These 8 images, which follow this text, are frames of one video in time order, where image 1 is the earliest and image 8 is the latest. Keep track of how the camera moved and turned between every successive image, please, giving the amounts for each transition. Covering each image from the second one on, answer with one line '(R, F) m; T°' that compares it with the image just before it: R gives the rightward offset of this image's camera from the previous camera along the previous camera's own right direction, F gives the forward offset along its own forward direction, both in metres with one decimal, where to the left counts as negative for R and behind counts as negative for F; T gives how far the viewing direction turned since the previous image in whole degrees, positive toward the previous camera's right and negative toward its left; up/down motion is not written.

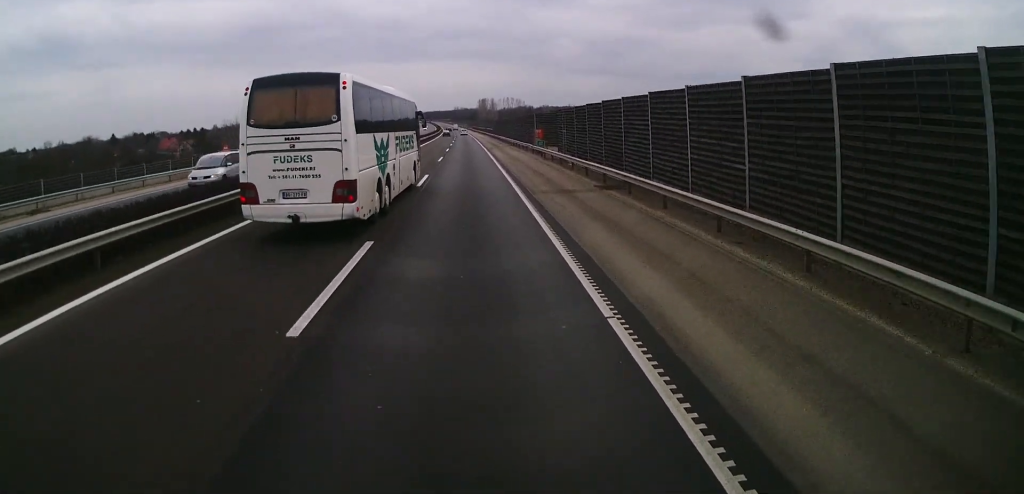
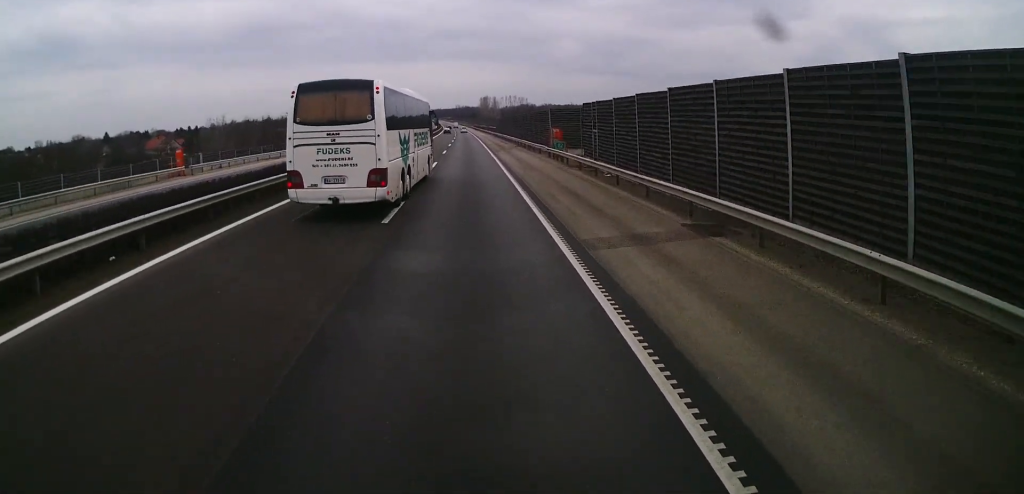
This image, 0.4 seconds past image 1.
(0.0, +10.1) m; 0°
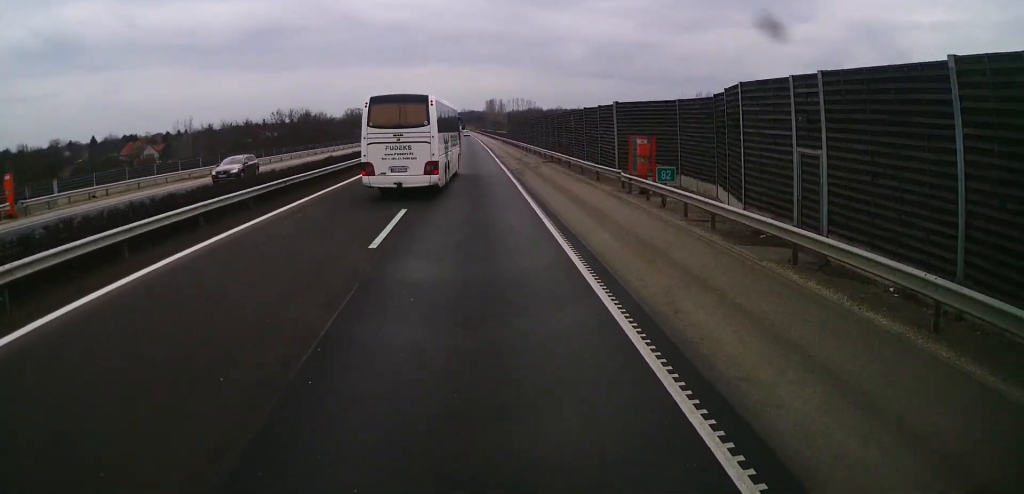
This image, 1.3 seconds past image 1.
(0.0, +20.6) m; +1°
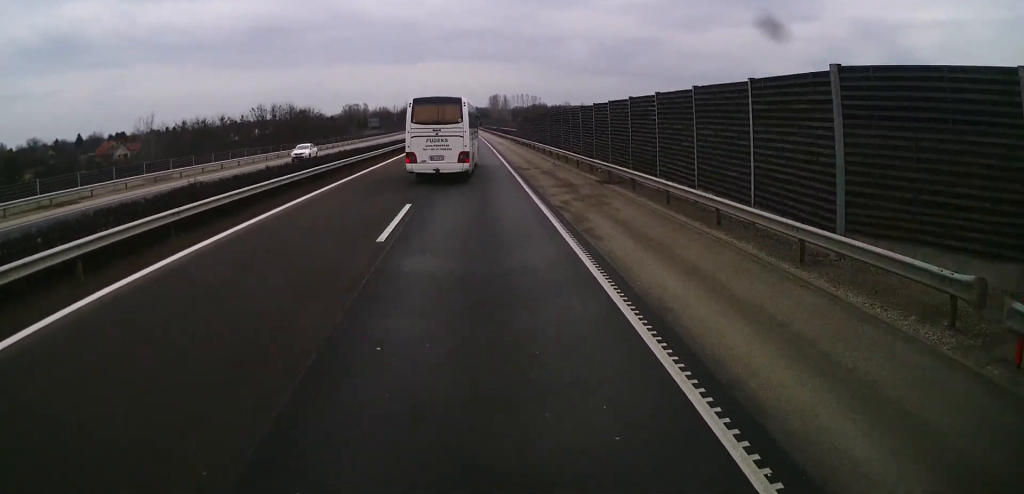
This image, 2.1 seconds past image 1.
(+0.2, +17.4) m; 0°
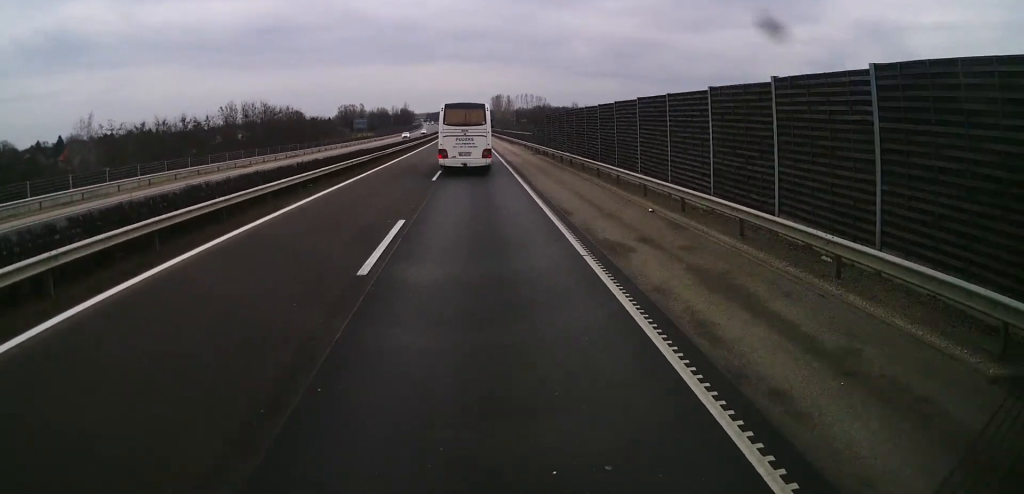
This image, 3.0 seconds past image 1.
(0.0, +20.5) m; -1°
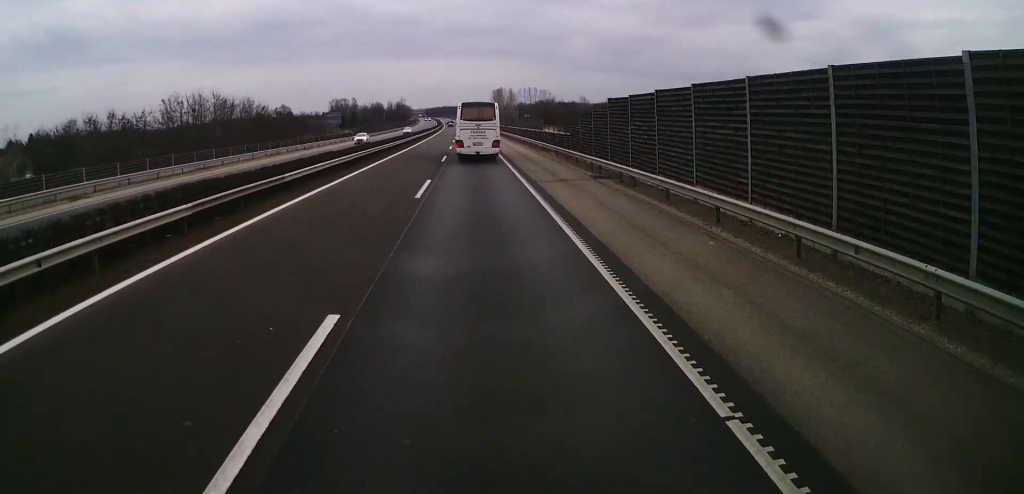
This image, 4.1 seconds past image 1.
(-0.5, +25.9) m; -1°
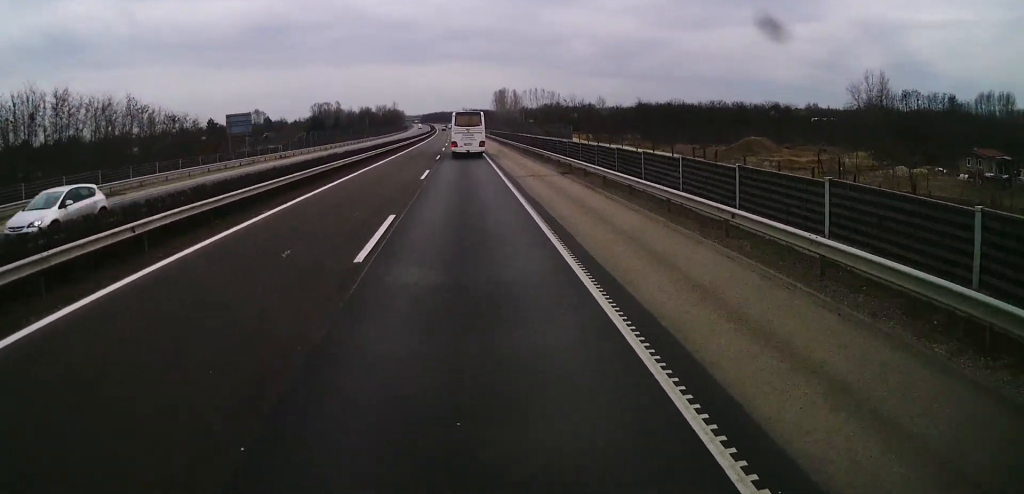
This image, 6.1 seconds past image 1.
(+0.3, +44.1) m; 0°
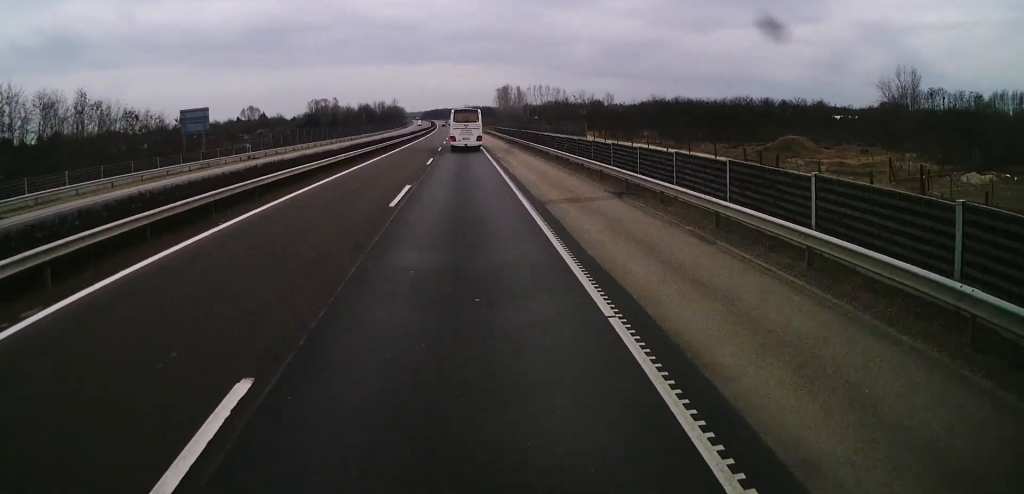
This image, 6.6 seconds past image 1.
(+0.1, +11.4) m; 0°
